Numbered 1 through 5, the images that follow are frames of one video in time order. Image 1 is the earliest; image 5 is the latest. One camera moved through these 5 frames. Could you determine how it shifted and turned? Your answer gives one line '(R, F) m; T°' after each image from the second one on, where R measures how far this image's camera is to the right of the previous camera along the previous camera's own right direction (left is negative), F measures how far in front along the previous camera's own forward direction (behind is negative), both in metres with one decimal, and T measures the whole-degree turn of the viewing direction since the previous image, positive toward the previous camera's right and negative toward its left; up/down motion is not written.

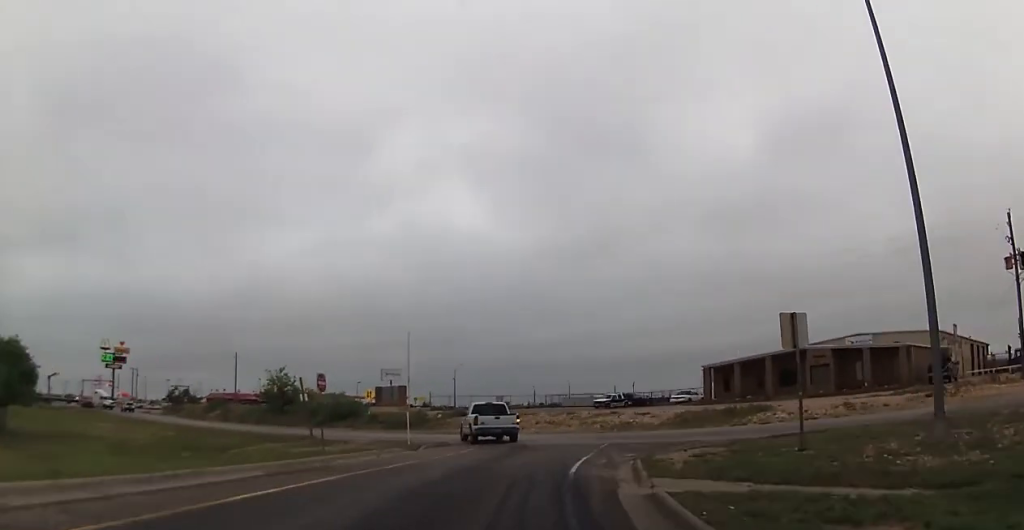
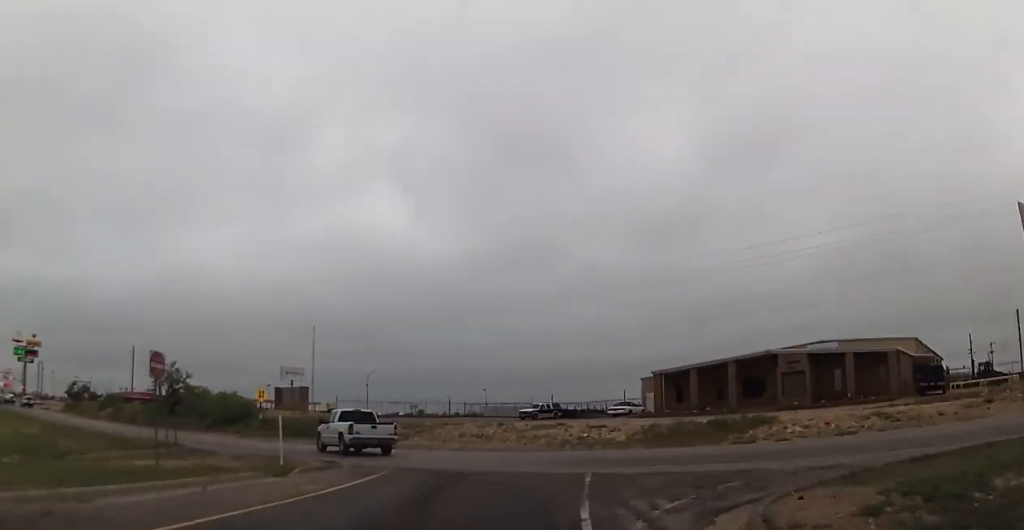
(+0.9, +10.1) m; +9°
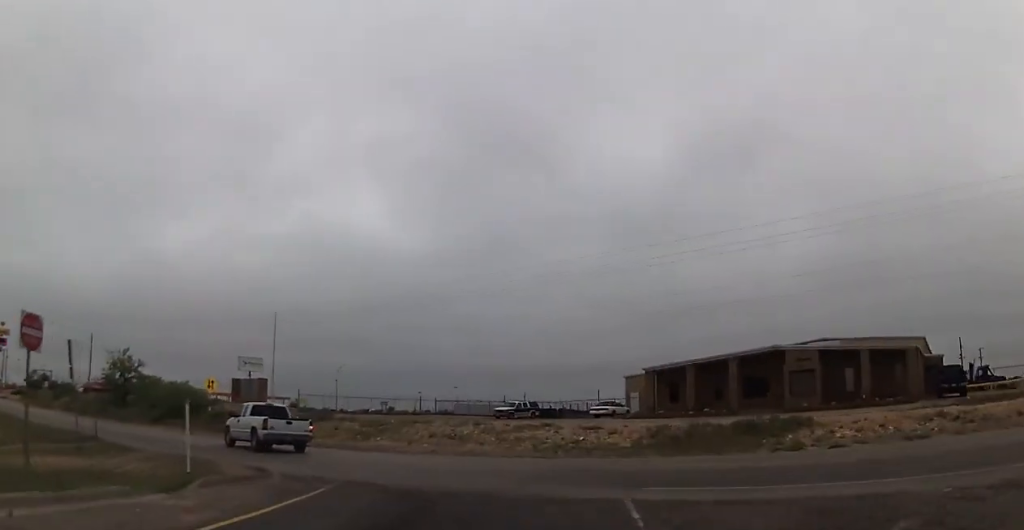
(+0.3, +5.9) m; +4°
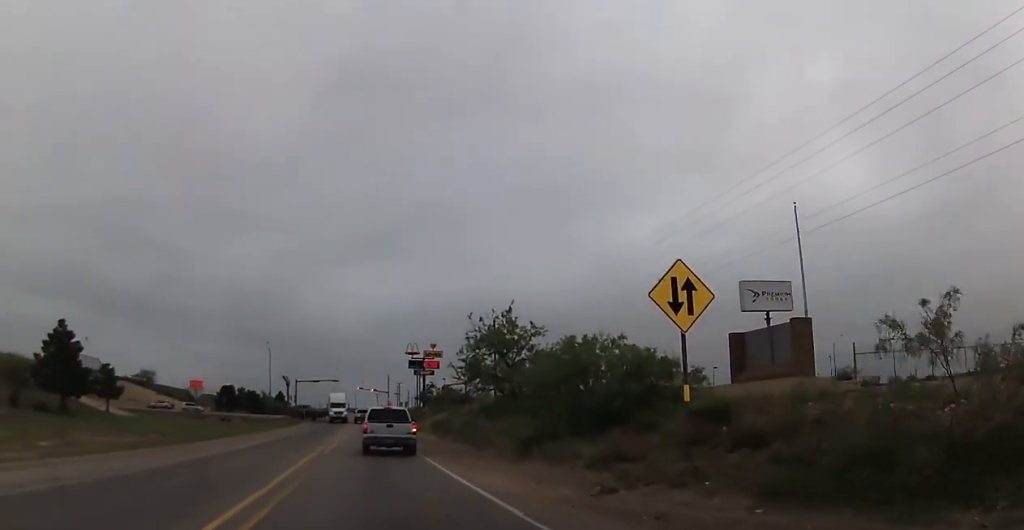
(+0.8, +37.0) m; -20°
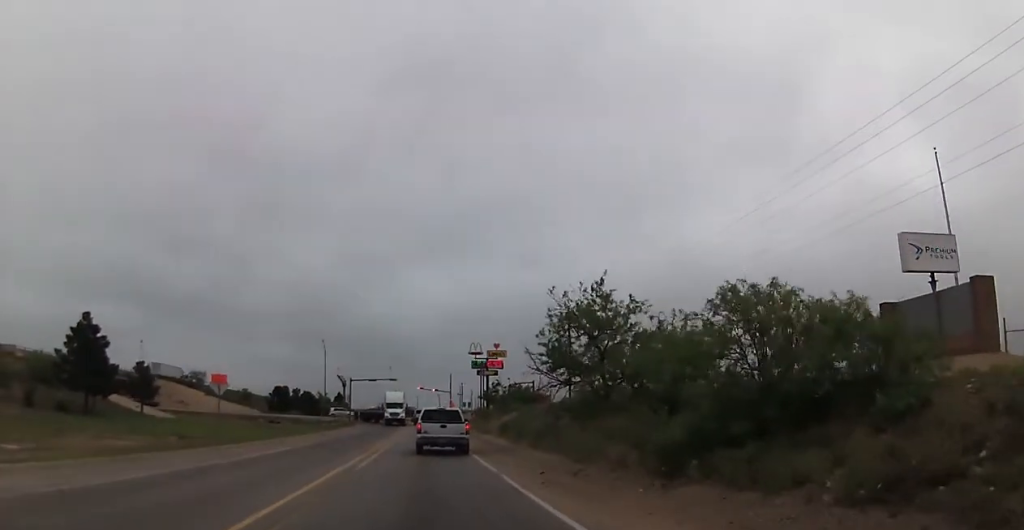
(-0.9, +6.9) m; -10°
